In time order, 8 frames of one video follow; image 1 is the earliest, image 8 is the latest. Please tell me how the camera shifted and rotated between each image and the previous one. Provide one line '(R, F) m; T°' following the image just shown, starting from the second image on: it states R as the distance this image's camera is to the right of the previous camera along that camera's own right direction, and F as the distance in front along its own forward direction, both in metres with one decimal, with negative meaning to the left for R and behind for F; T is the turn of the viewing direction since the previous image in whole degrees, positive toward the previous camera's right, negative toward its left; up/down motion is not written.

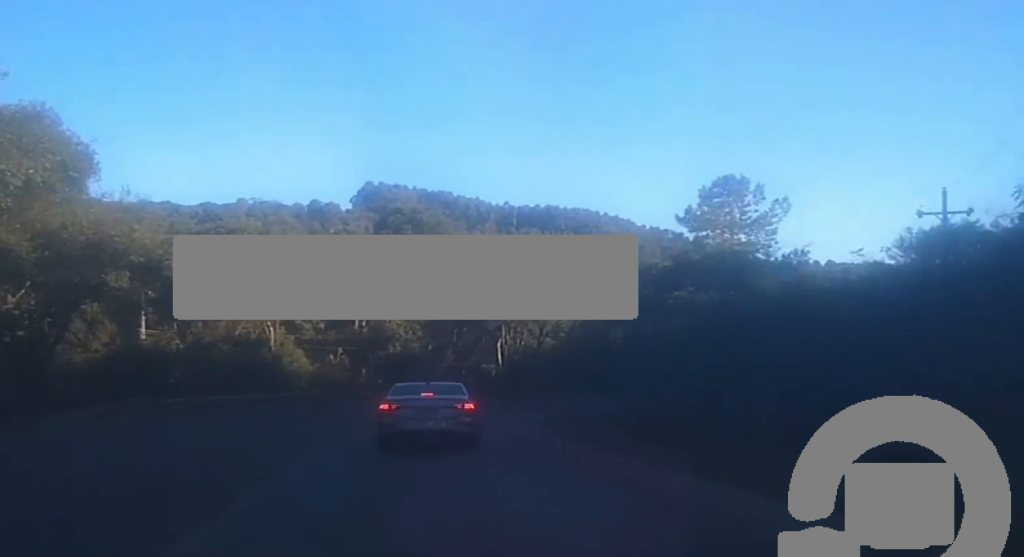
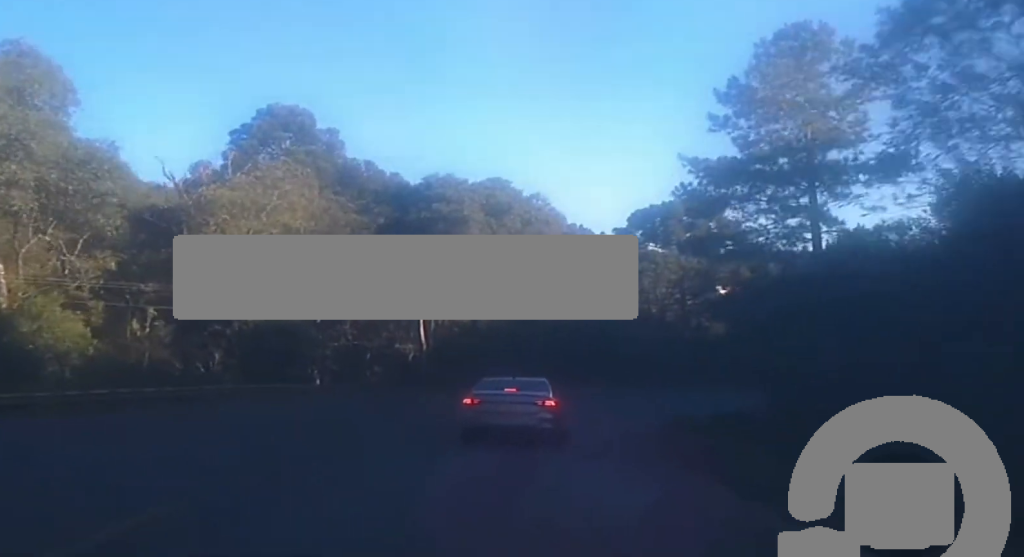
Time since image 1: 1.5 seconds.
(+1.9, +29.0) m; +11°
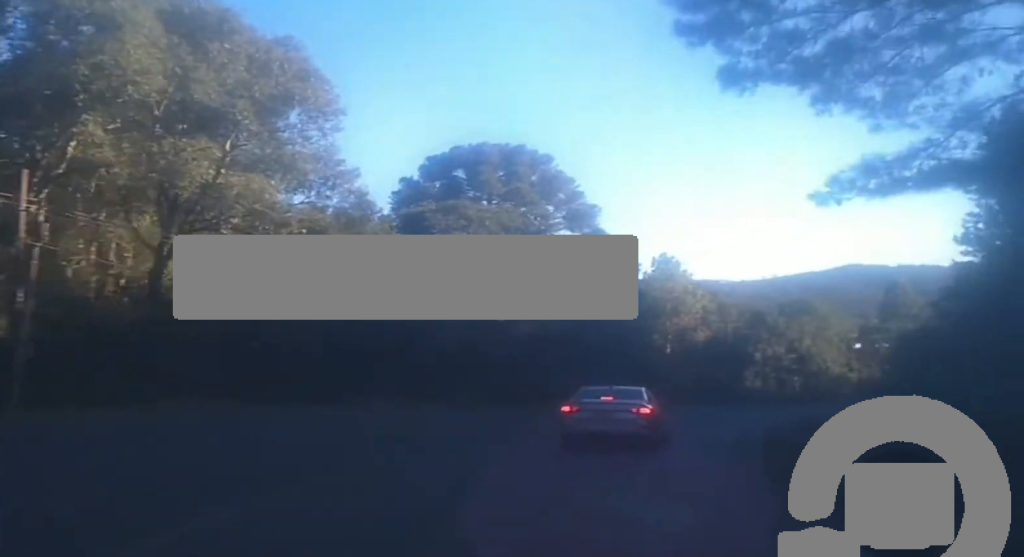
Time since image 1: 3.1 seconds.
(+3.2, +32.0) m; +10°
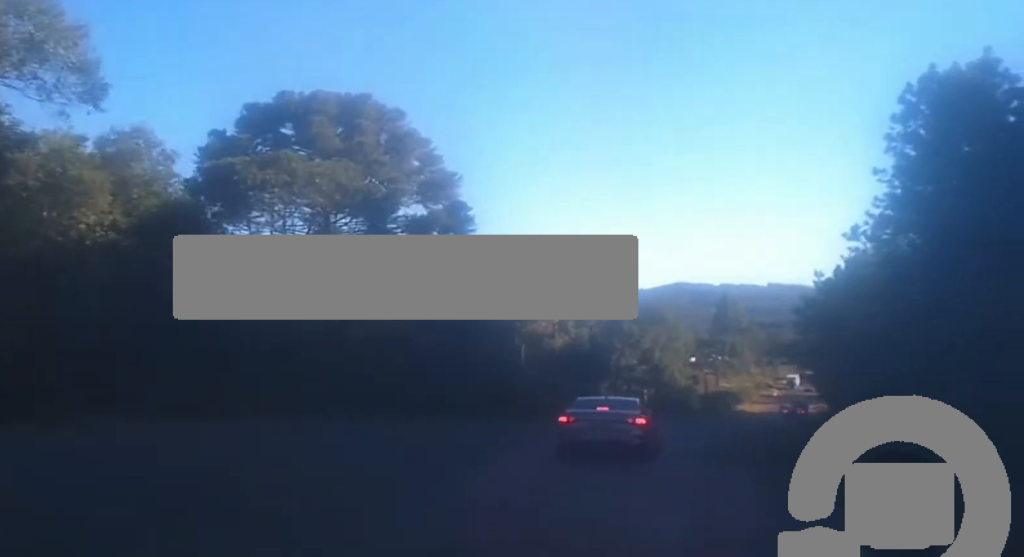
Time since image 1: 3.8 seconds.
(+0.3, +13.4) m; +4°
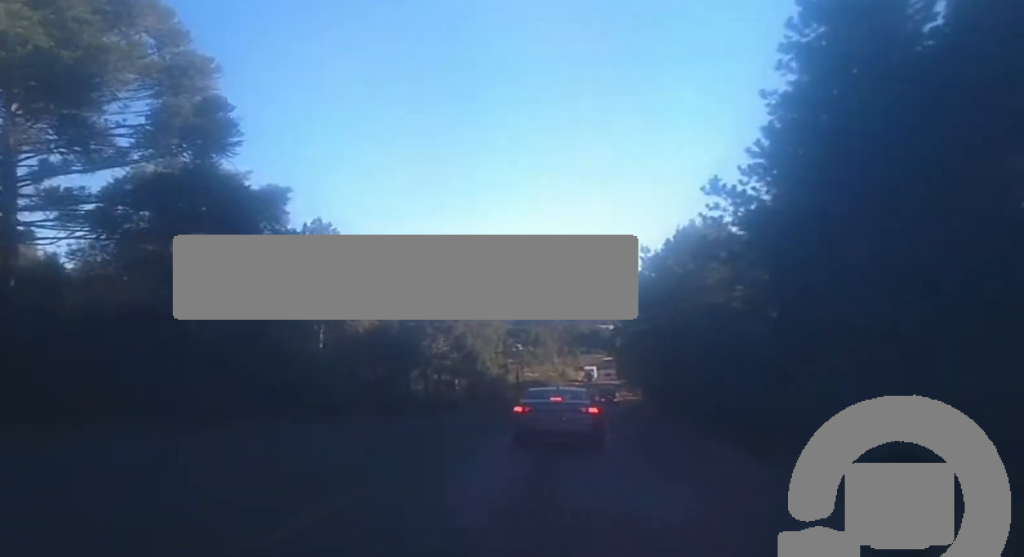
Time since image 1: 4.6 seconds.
(+0.1, +16.3) m; +10°
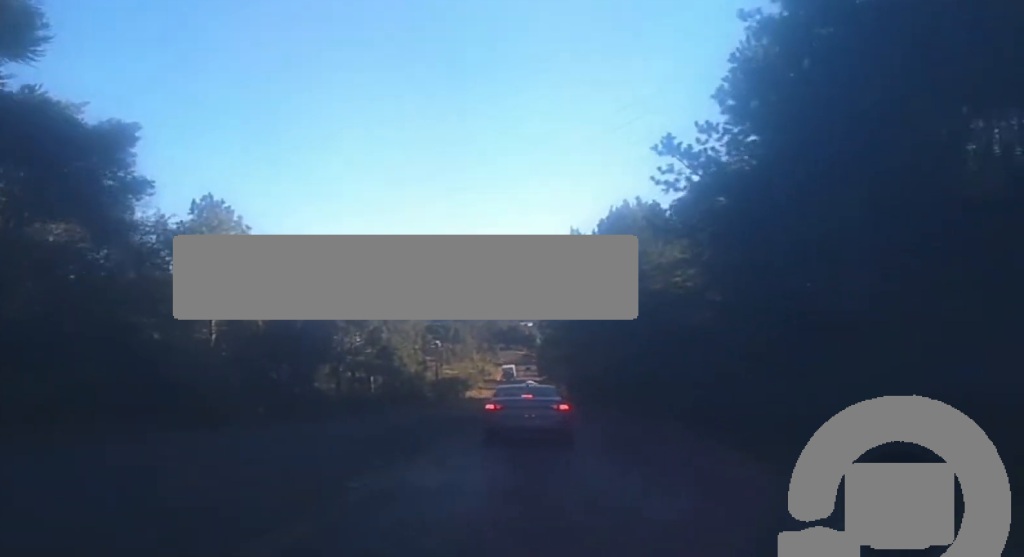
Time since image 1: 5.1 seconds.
(+1.5, +10.3) m; +5°
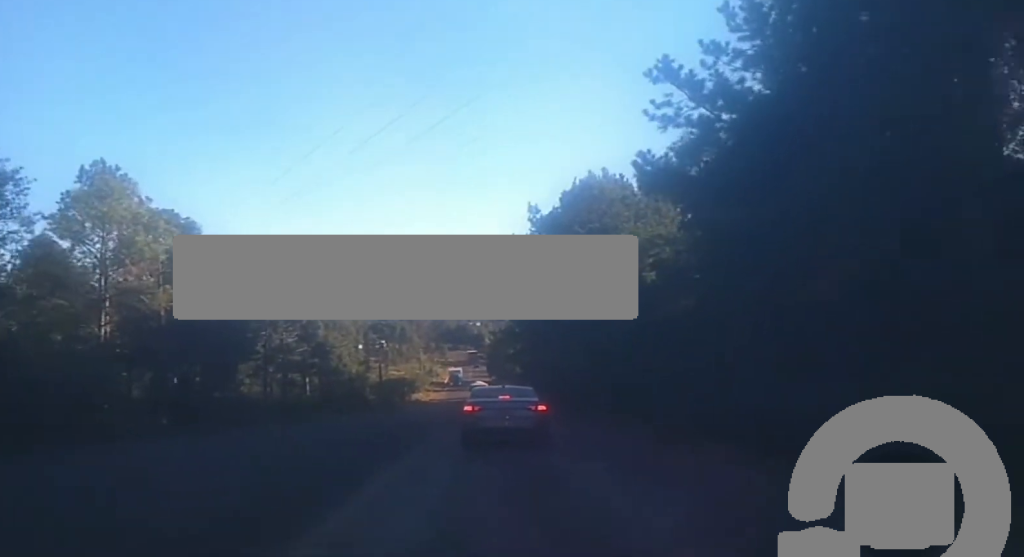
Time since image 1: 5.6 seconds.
(+1.5, +11.9) m; +5°
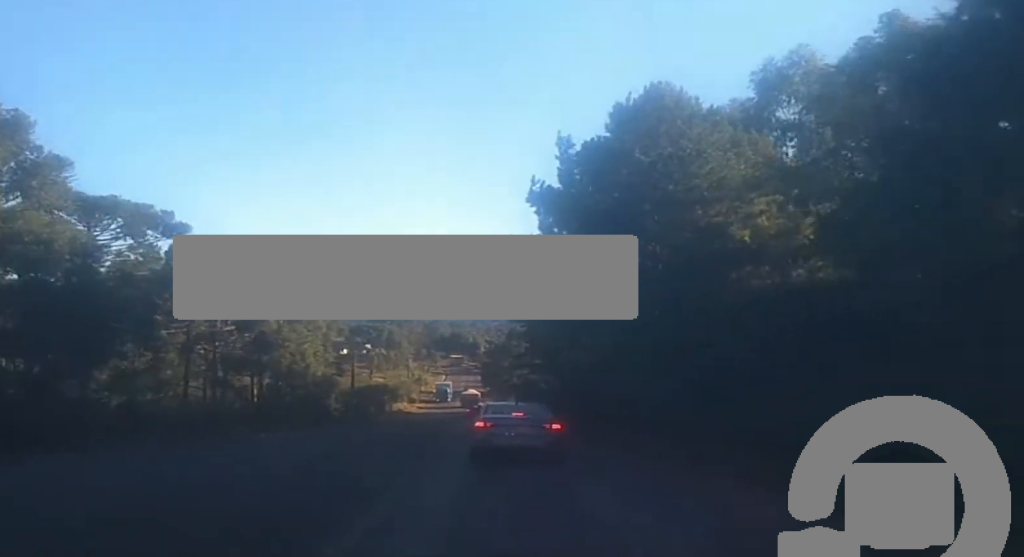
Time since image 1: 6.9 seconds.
(-0.4, +26.5) m; 0°
